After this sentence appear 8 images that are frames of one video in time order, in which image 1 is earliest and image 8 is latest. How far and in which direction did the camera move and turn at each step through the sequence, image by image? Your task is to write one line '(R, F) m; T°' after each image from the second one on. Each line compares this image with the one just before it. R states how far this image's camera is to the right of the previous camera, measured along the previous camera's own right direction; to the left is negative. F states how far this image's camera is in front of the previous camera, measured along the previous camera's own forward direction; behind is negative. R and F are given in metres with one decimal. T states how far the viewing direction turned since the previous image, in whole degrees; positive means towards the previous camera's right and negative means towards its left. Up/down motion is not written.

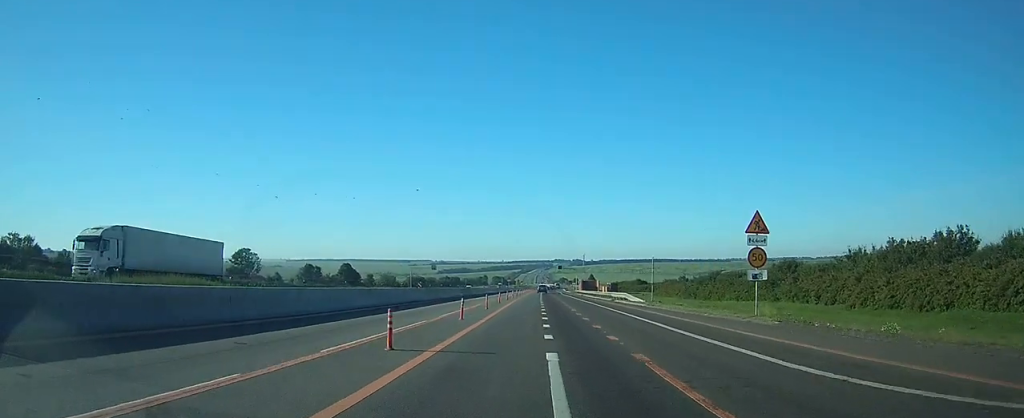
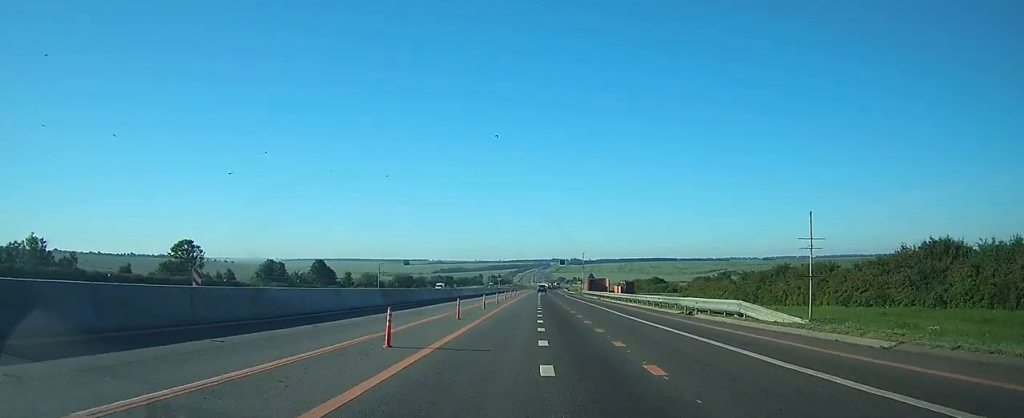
(+0.1, +29.4) m; 0°
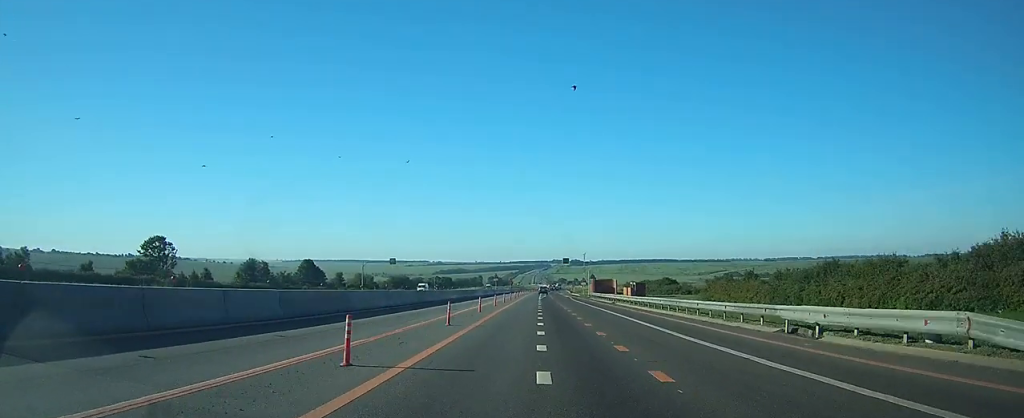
(0.0, +12.3) m; 0°
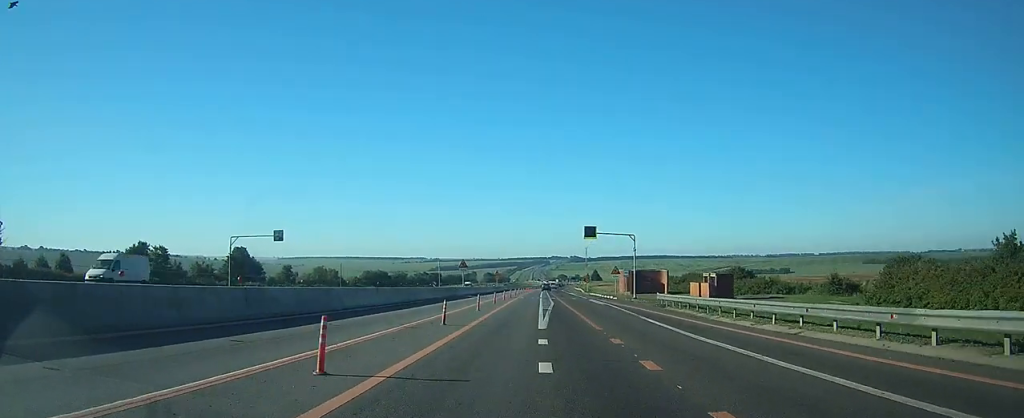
(+0.1, +50.7) m; 0°
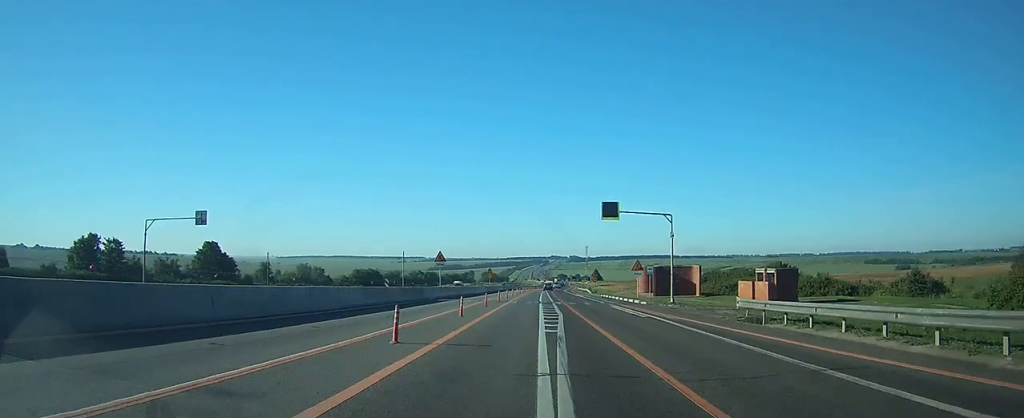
(0.0, +15.7) m; 0°
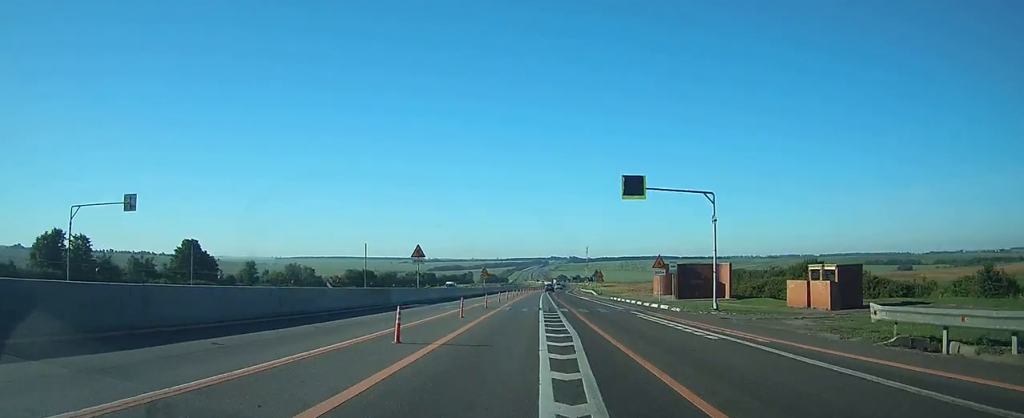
(0.0, +9.8) m; 0°
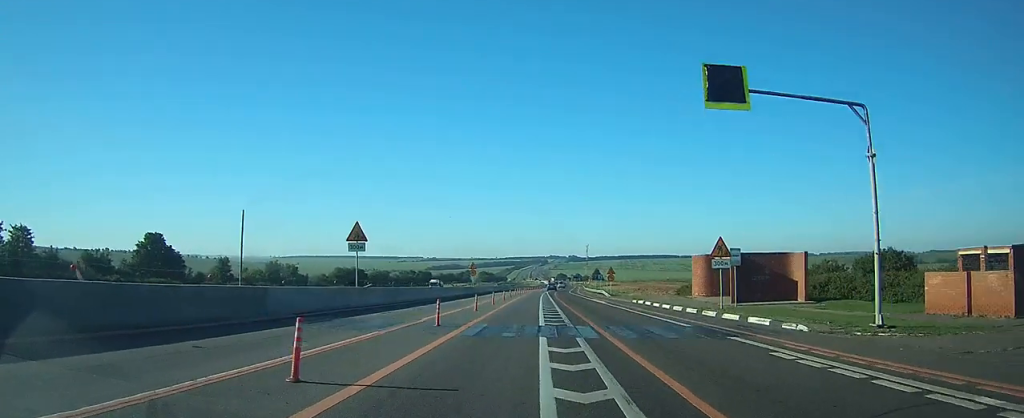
(0.0, +15.1) m; 0°
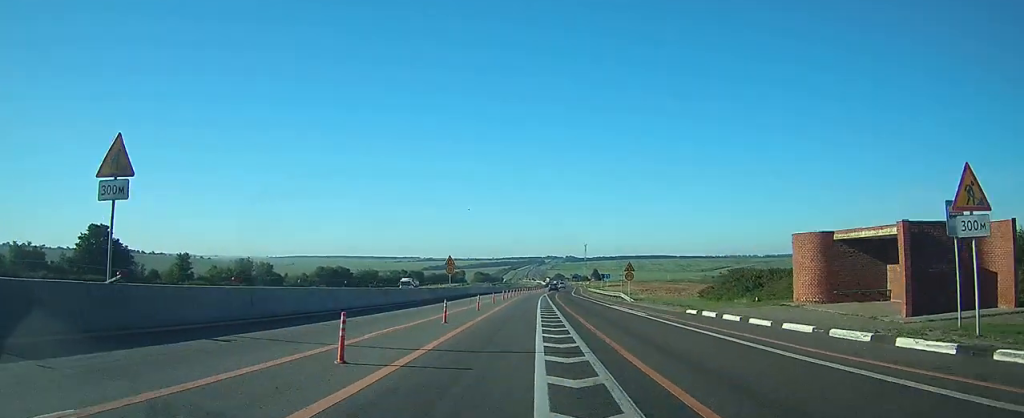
(+0.1, +18.2) m; 0°
